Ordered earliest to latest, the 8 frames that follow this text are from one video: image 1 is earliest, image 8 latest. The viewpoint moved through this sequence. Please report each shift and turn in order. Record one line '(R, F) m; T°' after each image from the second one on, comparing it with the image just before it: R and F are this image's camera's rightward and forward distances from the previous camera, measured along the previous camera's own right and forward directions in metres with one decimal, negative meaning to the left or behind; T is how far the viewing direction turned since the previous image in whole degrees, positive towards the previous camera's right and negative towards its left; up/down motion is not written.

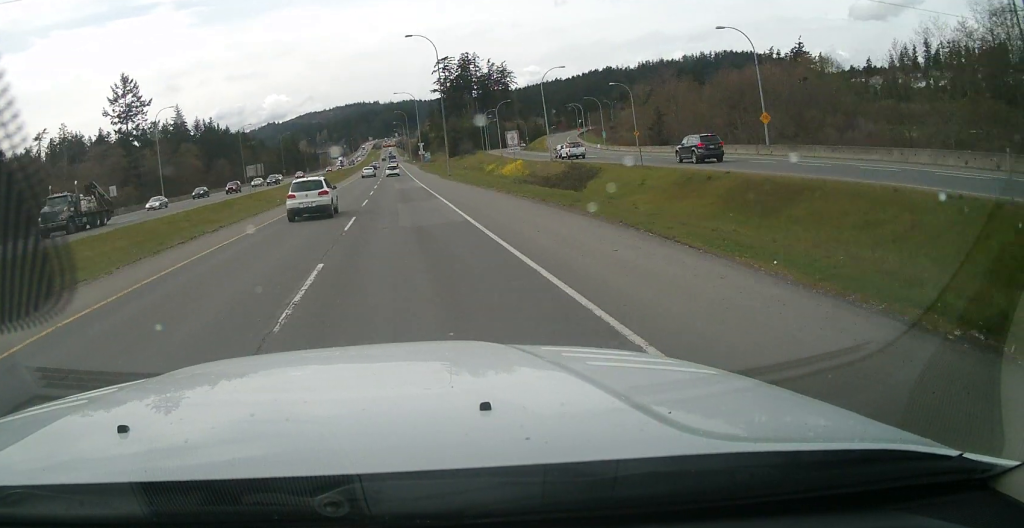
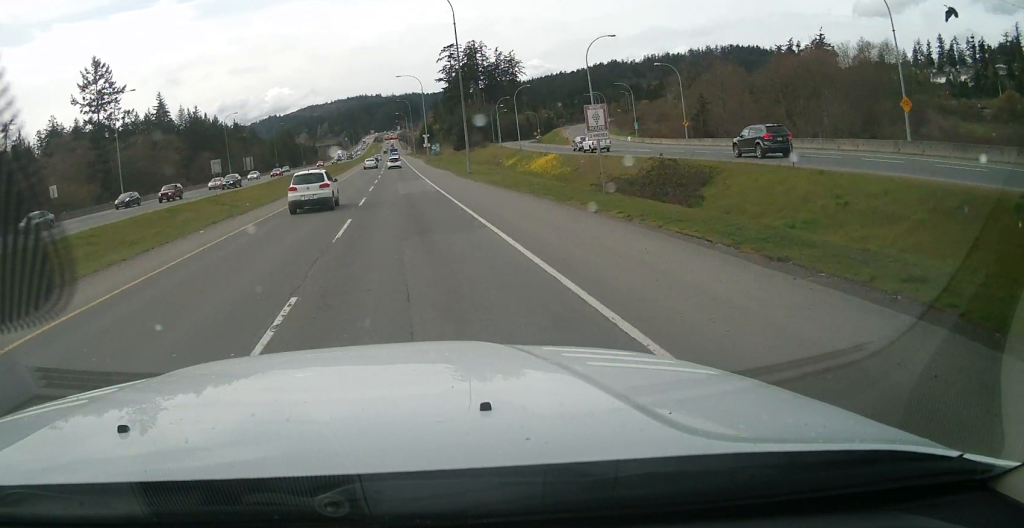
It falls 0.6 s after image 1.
(0.0, +16.6) m; 0°
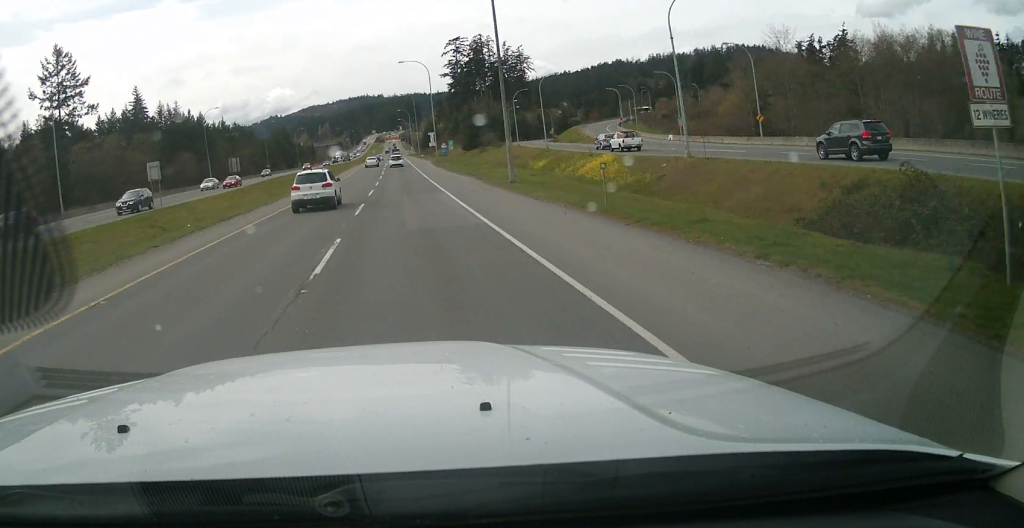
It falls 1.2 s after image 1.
(0.0, +17.6) m; 0°
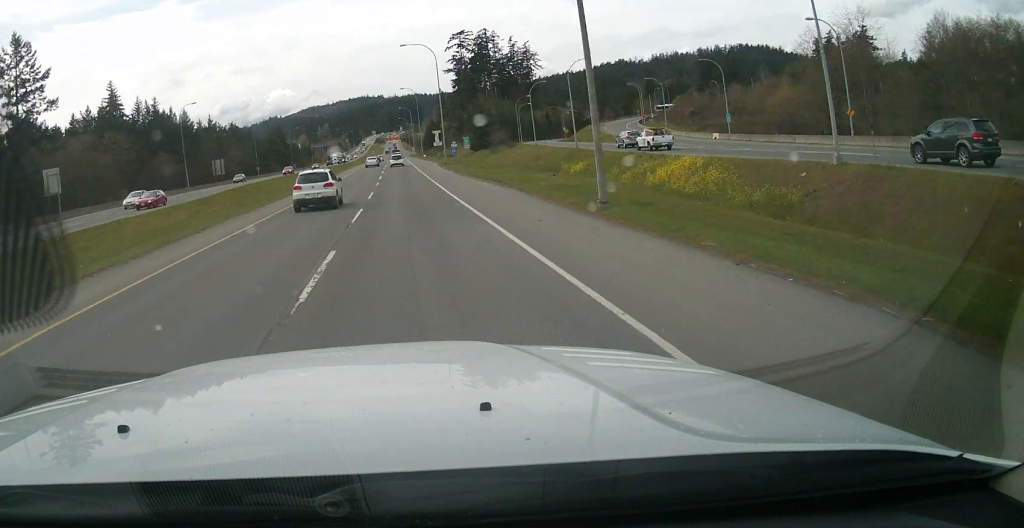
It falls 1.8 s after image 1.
(-0.1, +15.0) m; 0°
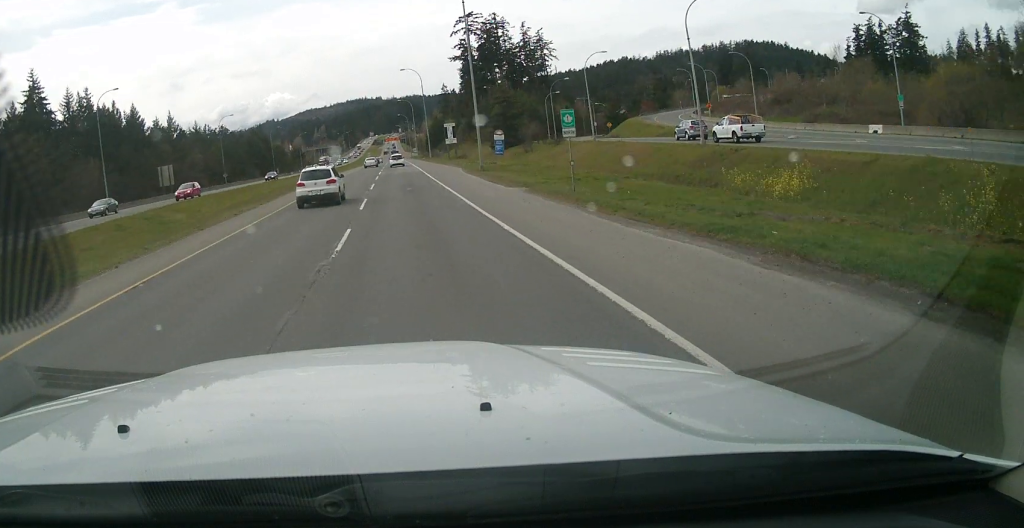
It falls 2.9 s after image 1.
(-0.2, +33.2) m; 0°
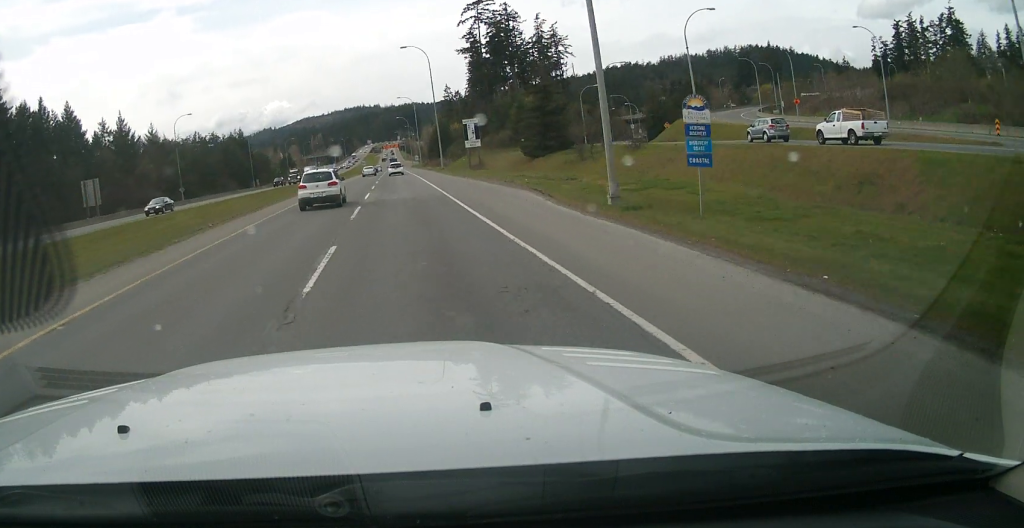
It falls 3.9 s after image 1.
(0.0, +29.0) m; 0°
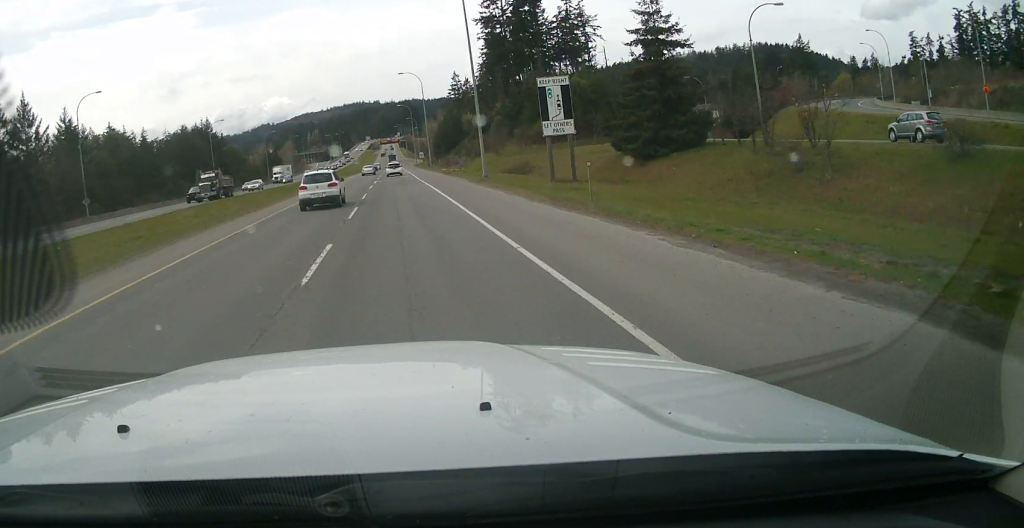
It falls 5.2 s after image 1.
(0.0, +37.0) m; 0°
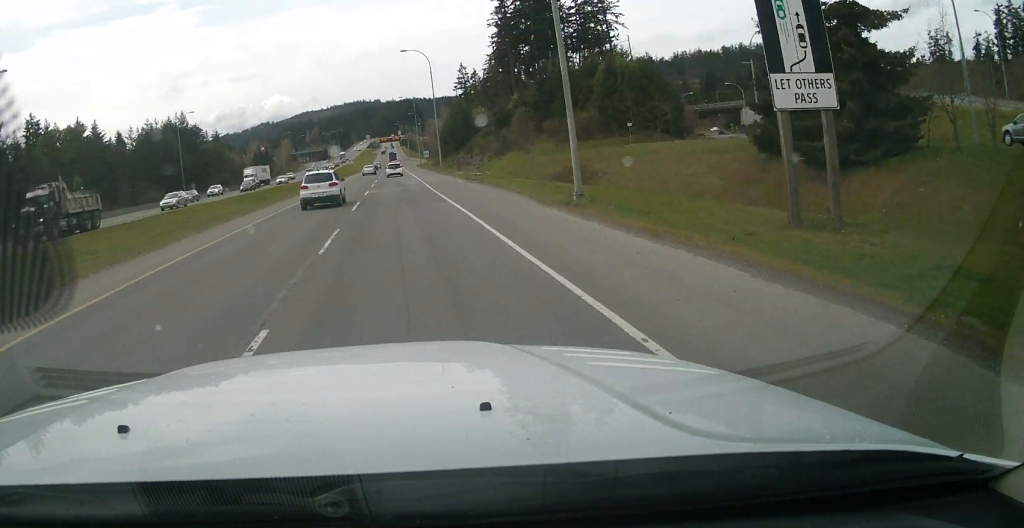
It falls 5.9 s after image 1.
(0.0, +21.4) m; 0°
